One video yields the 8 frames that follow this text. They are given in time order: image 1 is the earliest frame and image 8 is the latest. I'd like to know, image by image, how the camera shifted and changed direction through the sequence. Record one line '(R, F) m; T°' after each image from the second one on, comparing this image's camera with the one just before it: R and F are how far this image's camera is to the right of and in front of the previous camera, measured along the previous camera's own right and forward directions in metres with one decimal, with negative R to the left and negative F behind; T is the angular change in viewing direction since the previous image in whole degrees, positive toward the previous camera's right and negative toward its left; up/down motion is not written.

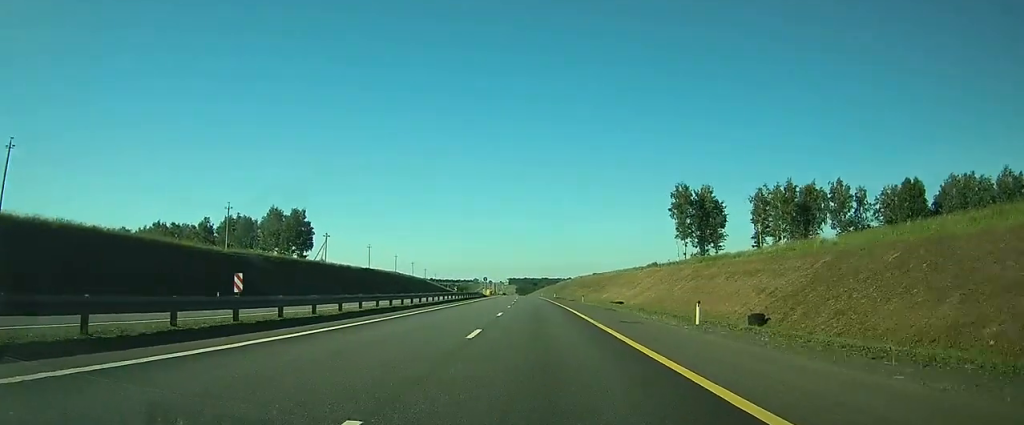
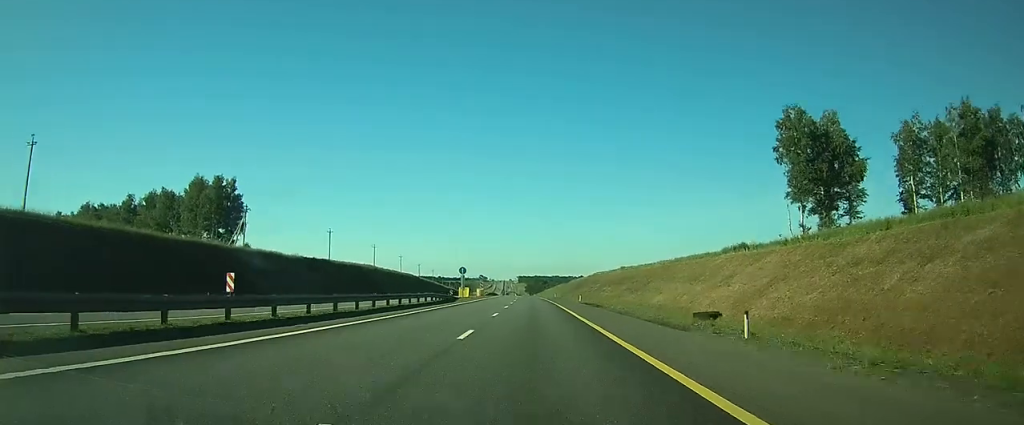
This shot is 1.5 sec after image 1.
(-0.6, +48.1) m; -1°
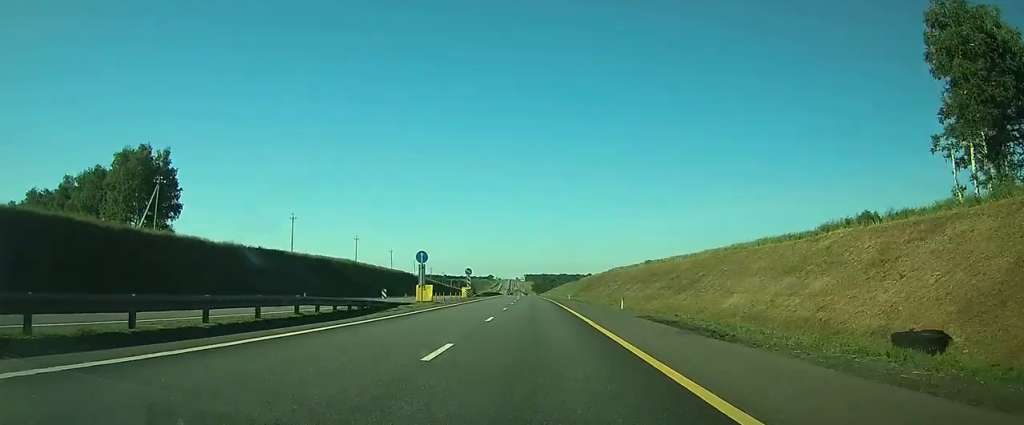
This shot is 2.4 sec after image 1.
(-0.2, +28.4) m; -1°
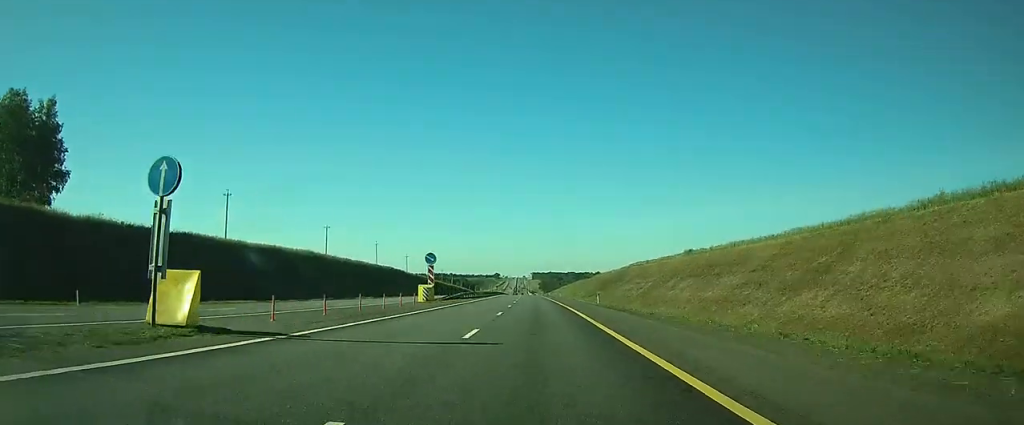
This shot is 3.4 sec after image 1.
(-0.2, +31.6) m; -1°
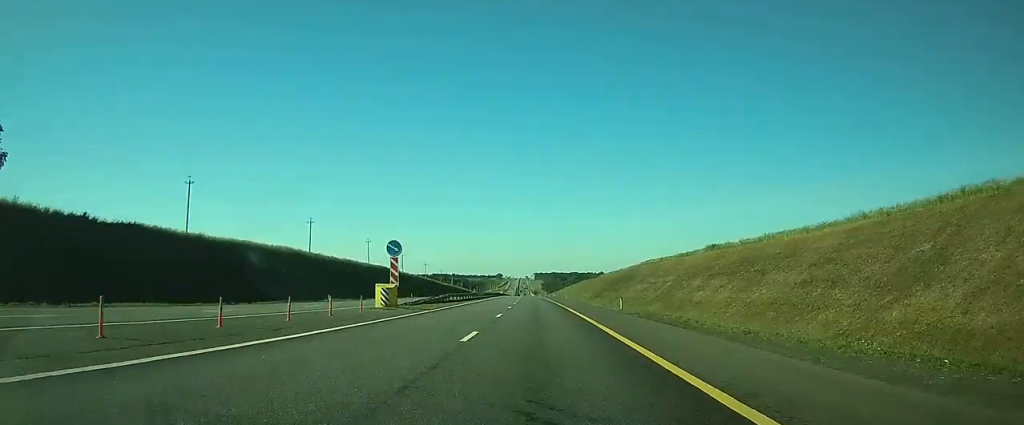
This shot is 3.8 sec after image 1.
(0.0, +12.6) m; 0°
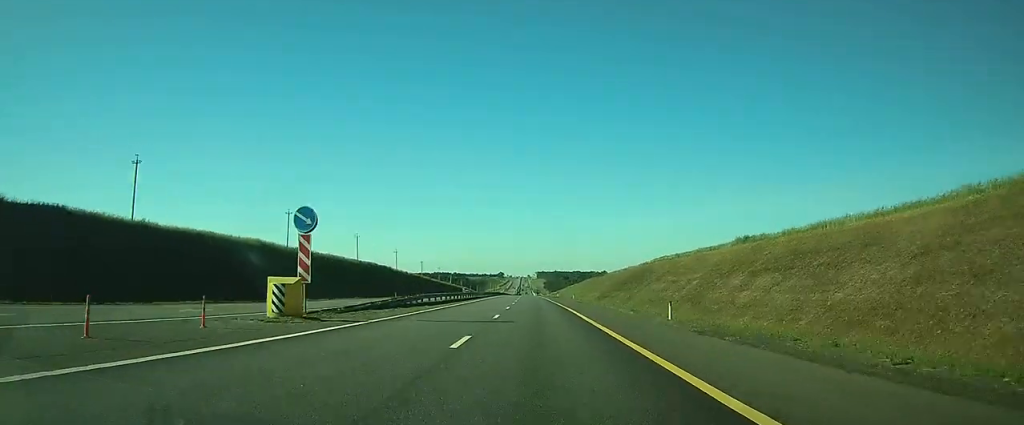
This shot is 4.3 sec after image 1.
(0.0, +13.7) m; 0°
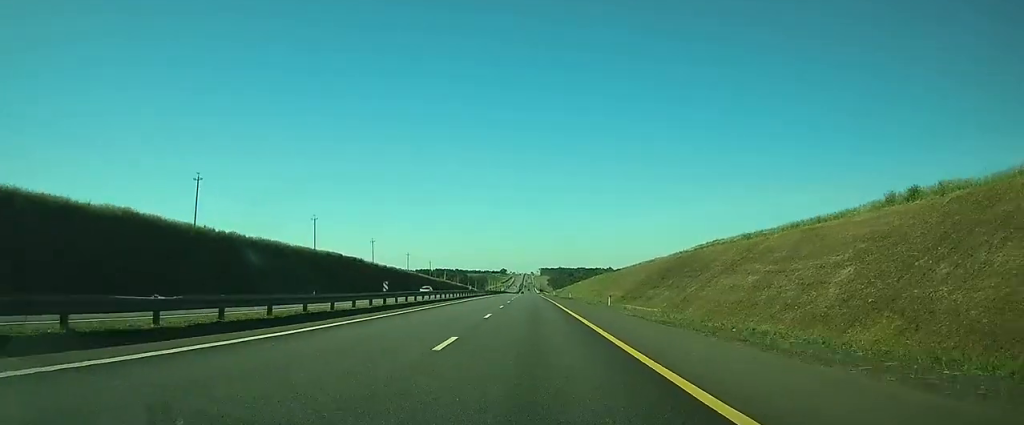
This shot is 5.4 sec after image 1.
(-0.1, +36.7) m; -1°
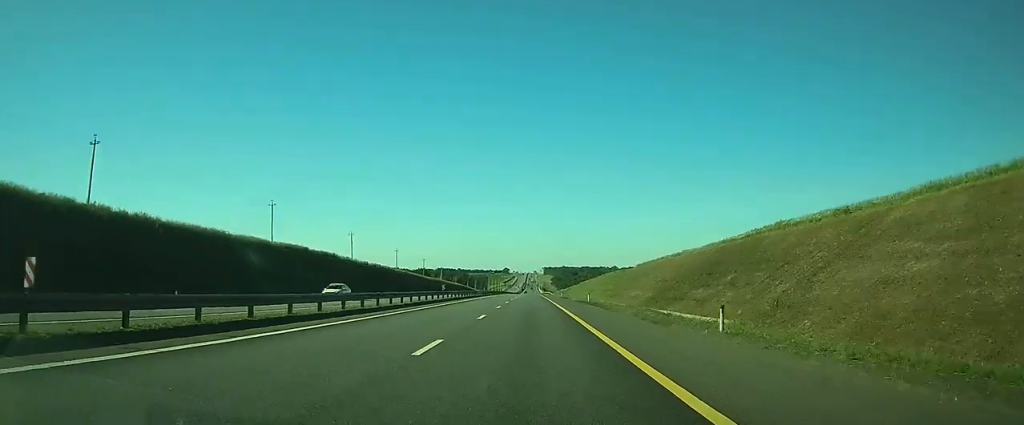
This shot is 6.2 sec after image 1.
(-0.1, +25.0) m; -1°
